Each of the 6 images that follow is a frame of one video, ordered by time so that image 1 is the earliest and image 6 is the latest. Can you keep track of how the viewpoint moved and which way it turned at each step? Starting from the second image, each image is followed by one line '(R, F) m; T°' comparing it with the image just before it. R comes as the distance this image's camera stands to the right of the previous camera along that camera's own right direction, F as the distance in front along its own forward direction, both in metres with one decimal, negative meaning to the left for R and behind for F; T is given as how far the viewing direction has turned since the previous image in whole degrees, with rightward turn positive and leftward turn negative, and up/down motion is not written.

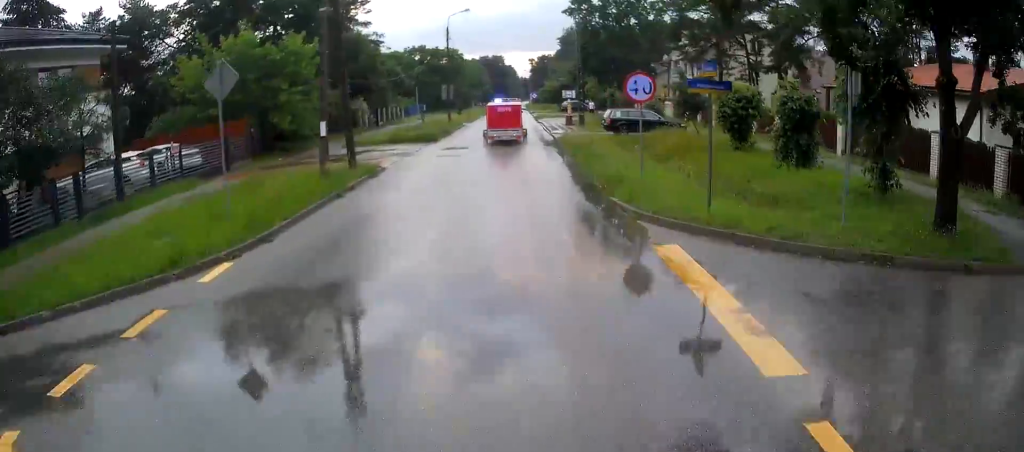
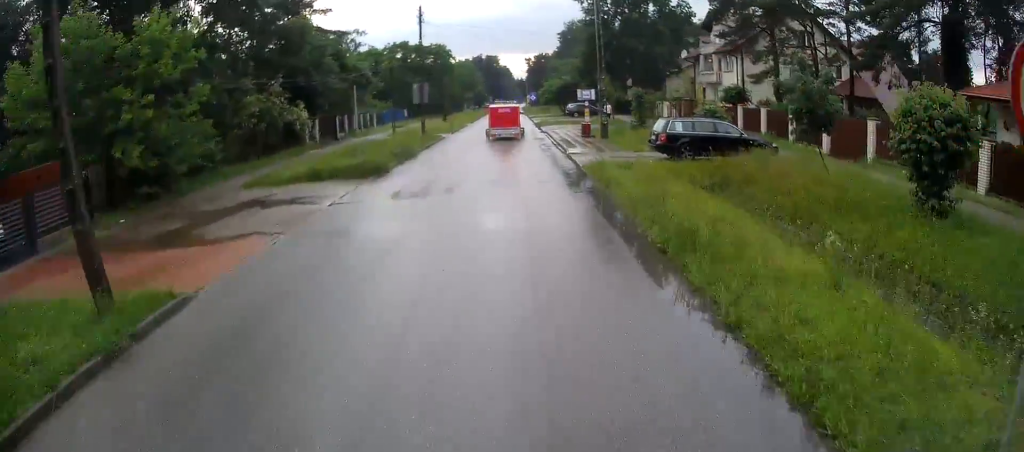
(-0.2, +11.8) m; 0°
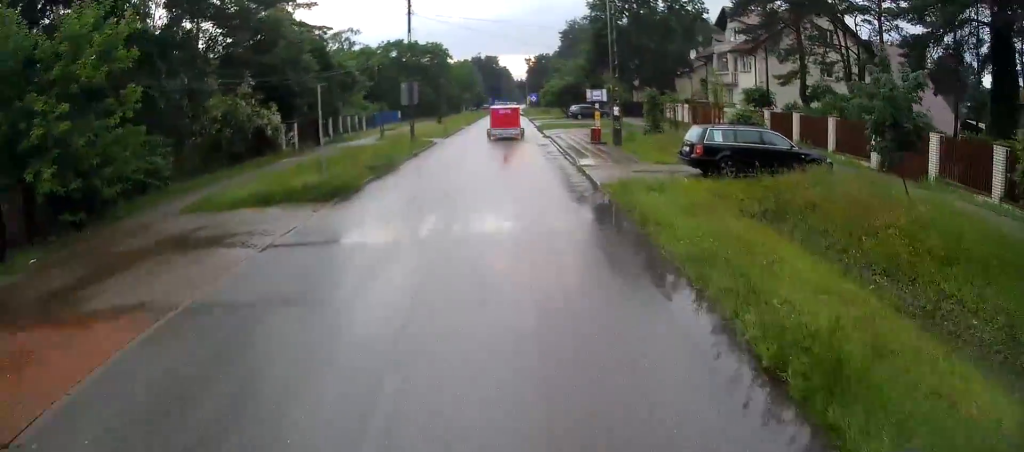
(+0.1, +3.7) m; 0°
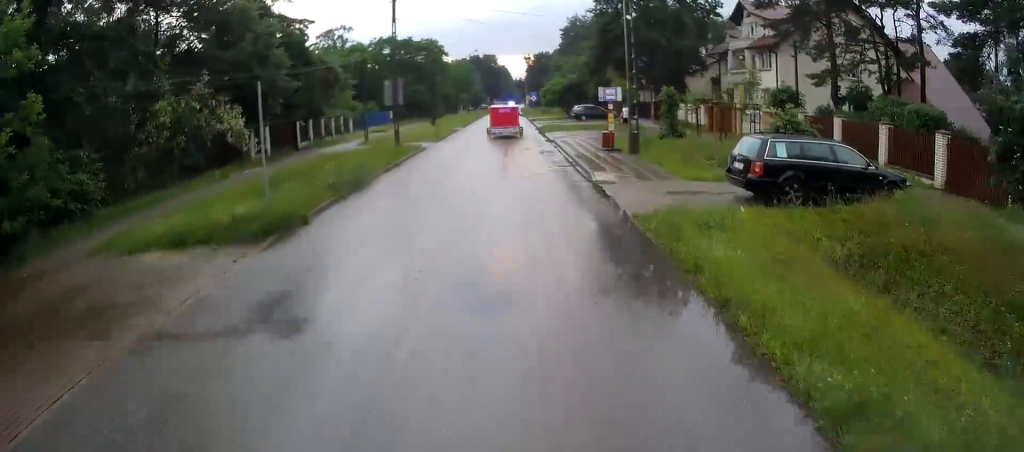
(0.0, +3.8) m; 0°
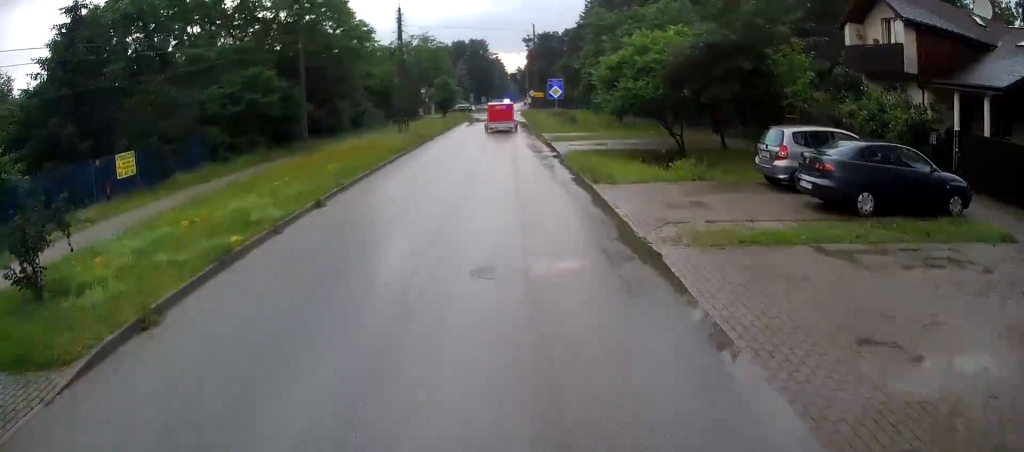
(+0.4, +45.1) m; -1°
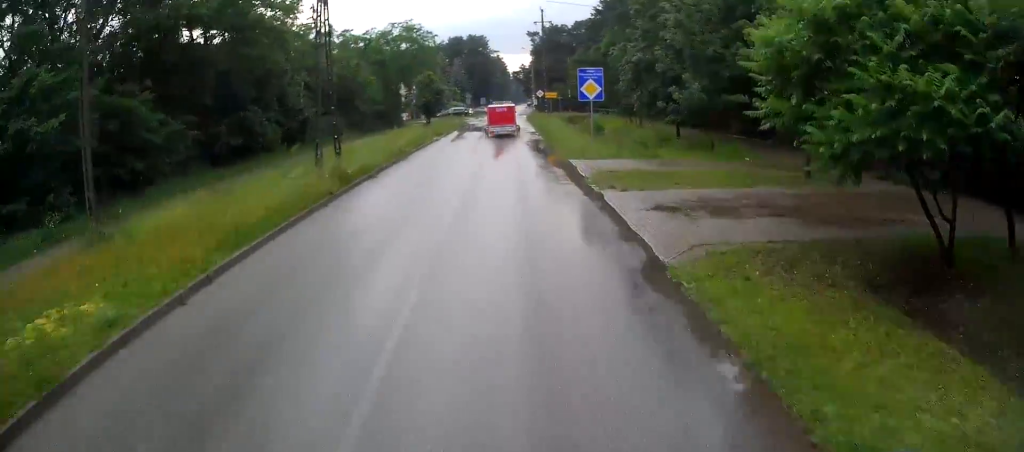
(-0.1, +14.6) m; +1°
